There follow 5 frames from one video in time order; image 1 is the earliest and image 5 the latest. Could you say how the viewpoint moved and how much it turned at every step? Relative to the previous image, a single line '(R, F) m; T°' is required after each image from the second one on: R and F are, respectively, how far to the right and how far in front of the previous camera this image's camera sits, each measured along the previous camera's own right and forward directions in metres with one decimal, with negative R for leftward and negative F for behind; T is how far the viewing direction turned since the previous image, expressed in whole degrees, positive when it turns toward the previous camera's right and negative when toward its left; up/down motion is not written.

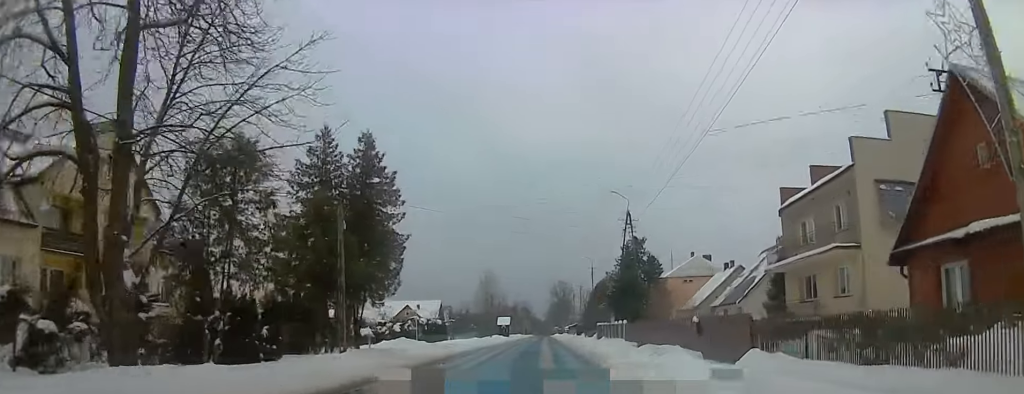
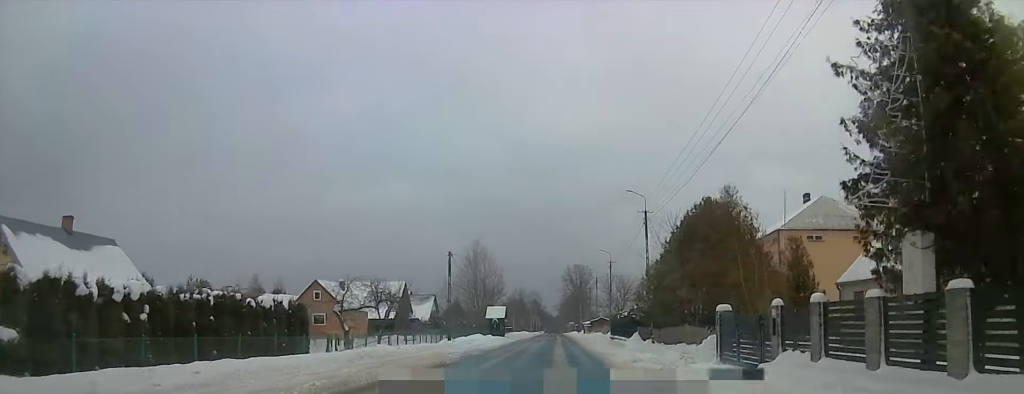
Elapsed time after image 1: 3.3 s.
(-0.2, +40.5) m; 0°
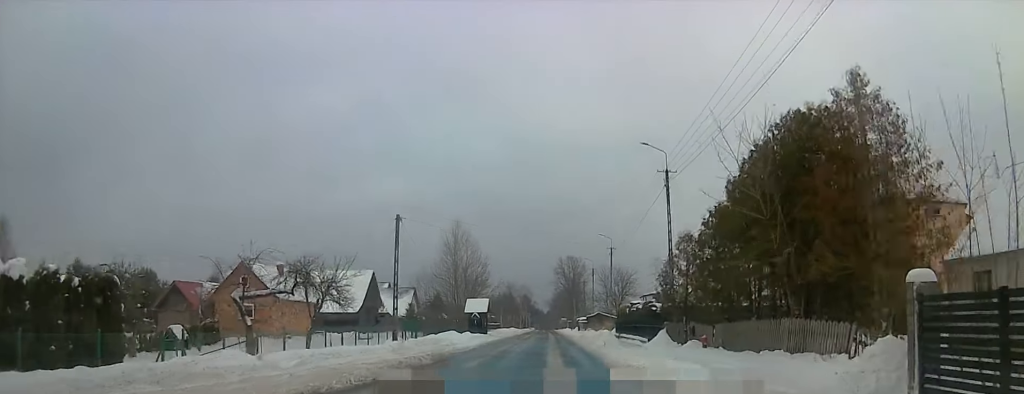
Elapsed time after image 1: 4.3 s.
(+0.5, +12.0) m; +3°
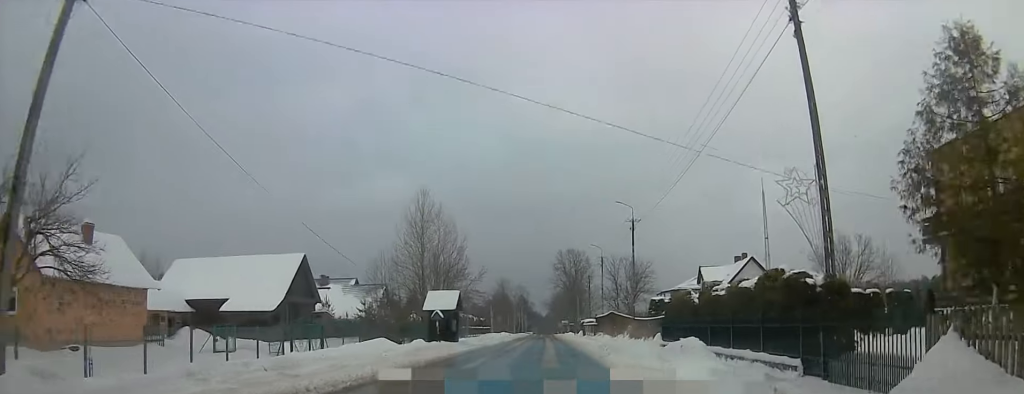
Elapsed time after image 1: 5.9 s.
(-0.3, +20.6) m; -3°
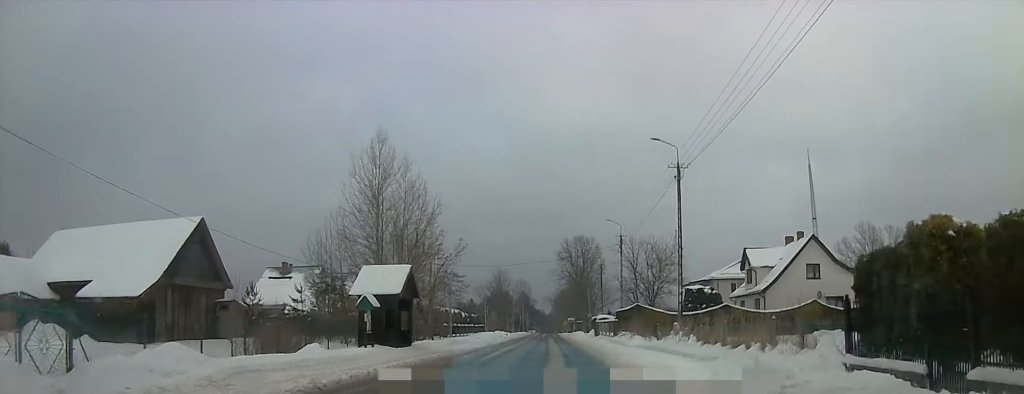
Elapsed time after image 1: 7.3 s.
(0.0, +17.5) m; +2°
